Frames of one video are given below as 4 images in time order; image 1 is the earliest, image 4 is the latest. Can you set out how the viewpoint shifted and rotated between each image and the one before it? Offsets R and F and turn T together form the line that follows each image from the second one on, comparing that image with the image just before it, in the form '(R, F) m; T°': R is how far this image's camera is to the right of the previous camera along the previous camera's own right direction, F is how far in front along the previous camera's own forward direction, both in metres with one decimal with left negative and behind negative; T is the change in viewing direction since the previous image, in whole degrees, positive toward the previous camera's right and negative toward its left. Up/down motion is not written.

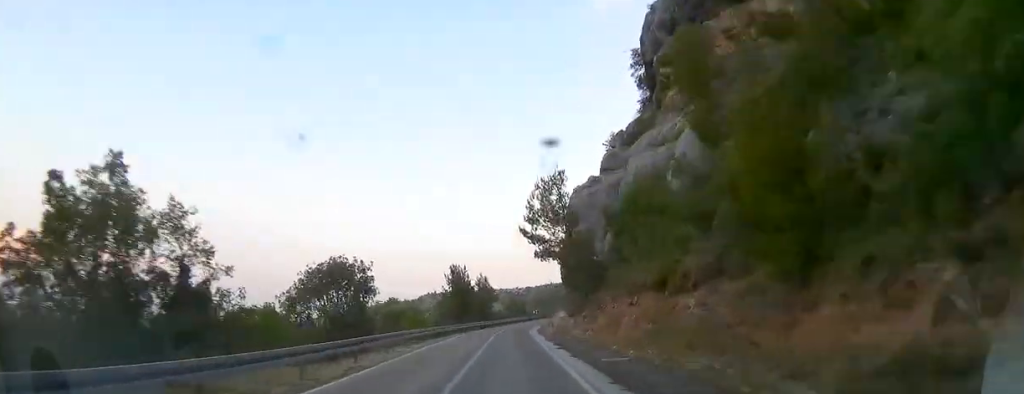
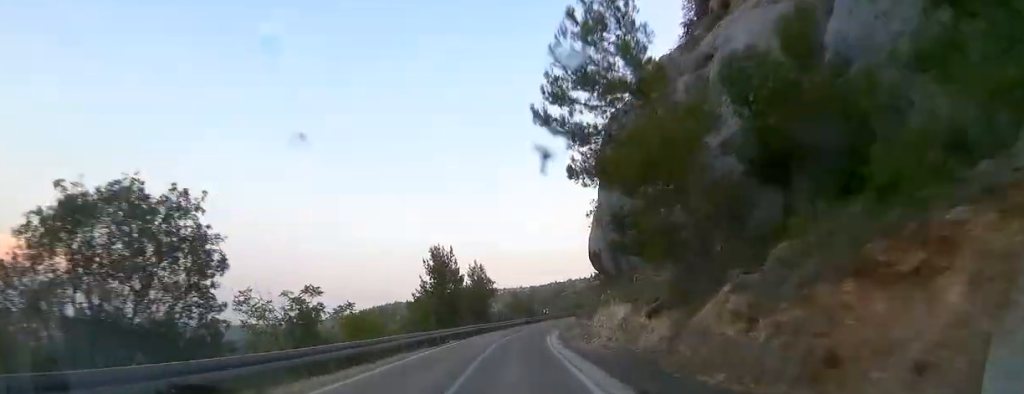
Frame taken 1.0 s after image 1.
(-0.1, +16.3) m; +3°
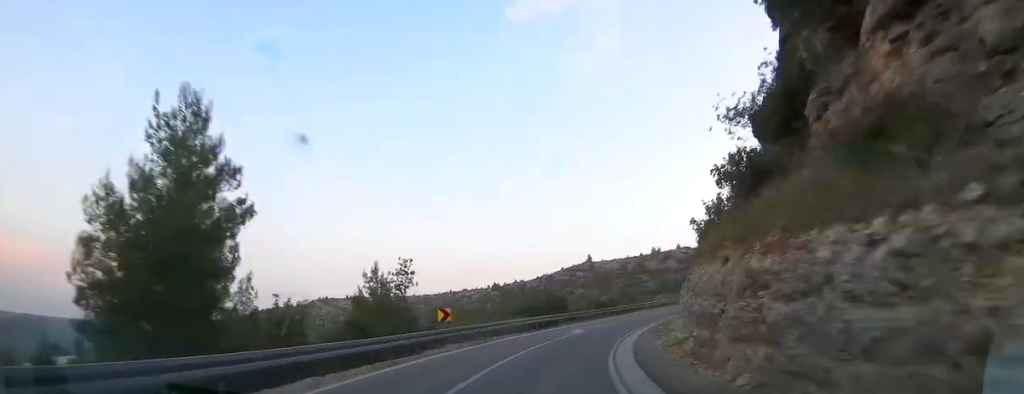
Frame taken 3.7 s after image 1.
(+5.1, +40.7) m; +17°
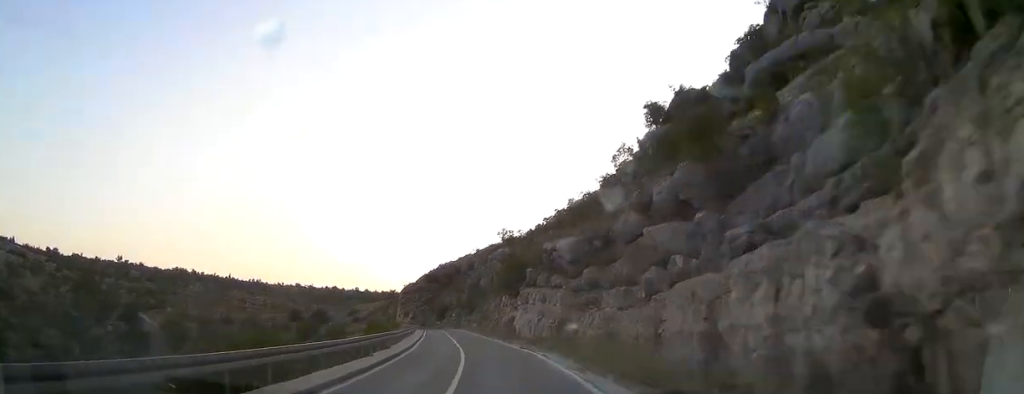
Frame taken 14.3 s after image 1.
(+90.4, +102.5) m; +73°
